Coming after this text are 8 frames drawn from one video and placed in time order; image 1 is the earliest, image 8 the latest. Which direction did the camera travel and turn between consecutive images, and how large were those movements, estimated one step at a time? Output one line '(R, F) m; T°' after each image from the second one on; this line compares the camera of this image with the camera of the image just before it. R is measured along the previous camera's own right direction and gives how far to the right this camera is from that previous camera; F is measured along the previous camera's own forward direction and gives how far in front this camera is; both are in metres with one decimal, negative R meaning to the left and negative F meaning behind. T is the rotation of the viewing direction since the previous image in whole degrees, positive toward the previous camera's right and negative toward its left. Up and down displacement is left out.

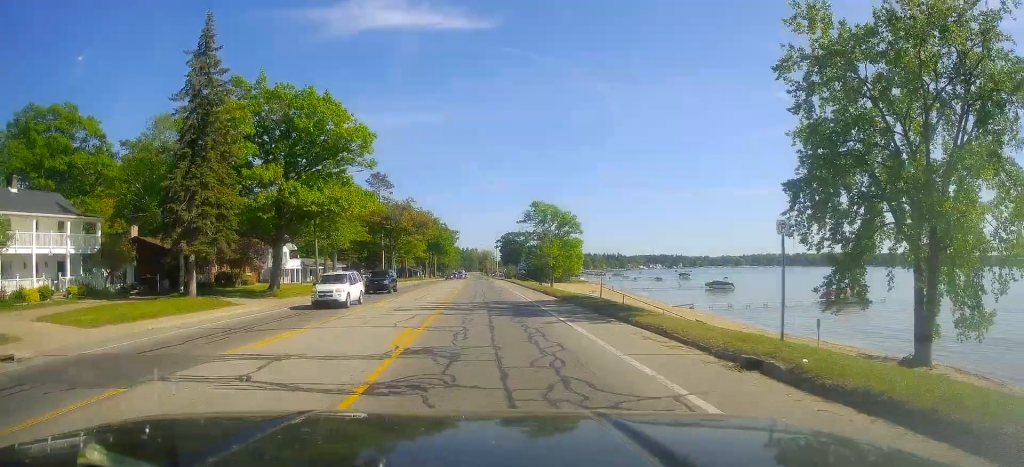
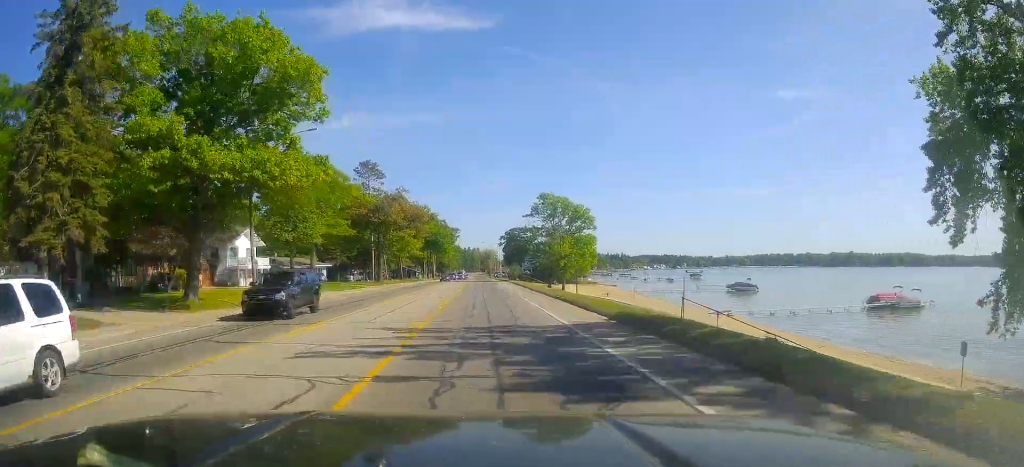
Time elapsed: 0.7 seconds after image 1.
(0.0, +13.3) m; -1°
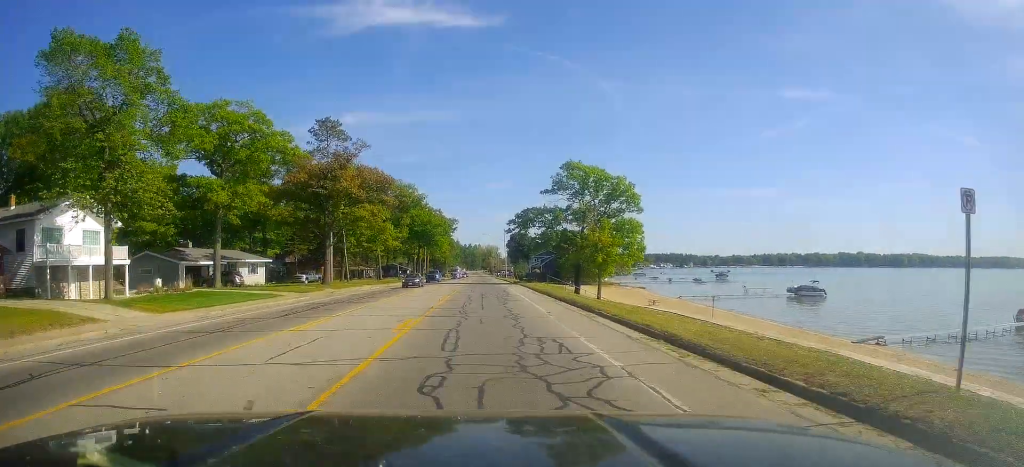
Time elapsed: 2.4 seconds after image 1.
(-0.6, +30.5) m; 0°
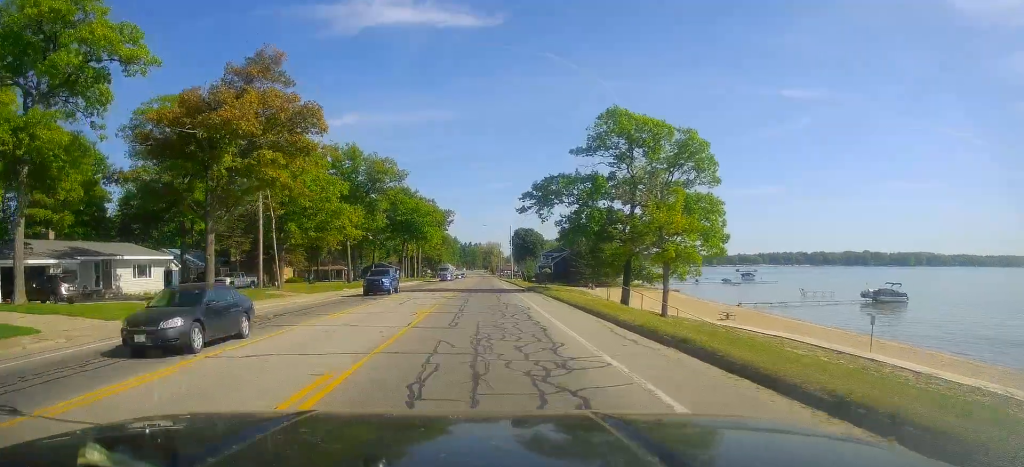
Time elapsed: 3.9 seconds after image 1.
(+0.6, +25.7) m; +1°
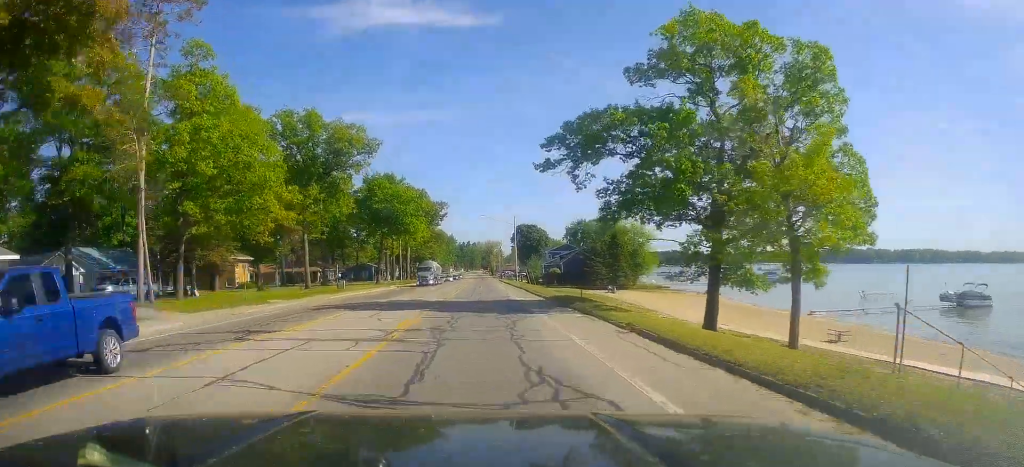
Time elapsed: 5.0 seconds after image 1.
(0.0, +20.0) m; -2°
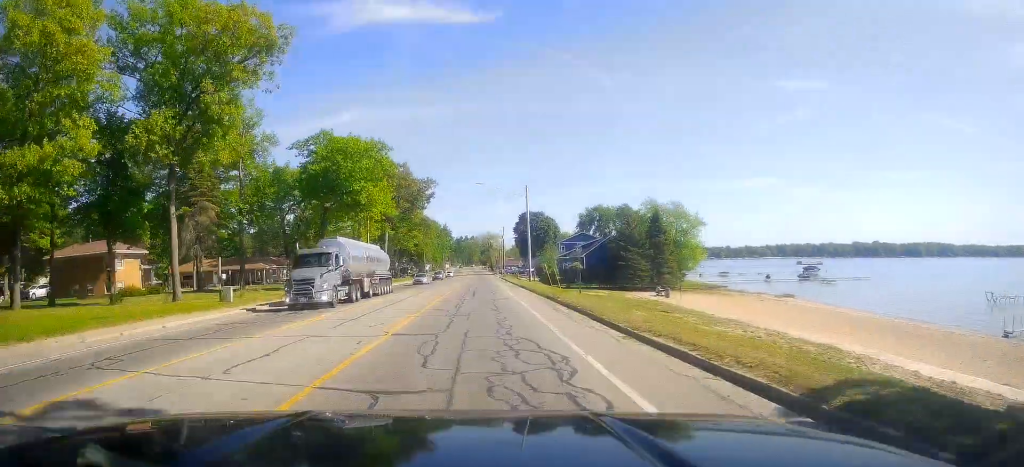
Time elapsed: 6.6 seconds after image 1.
(-0.3, +29.6) m; +2°
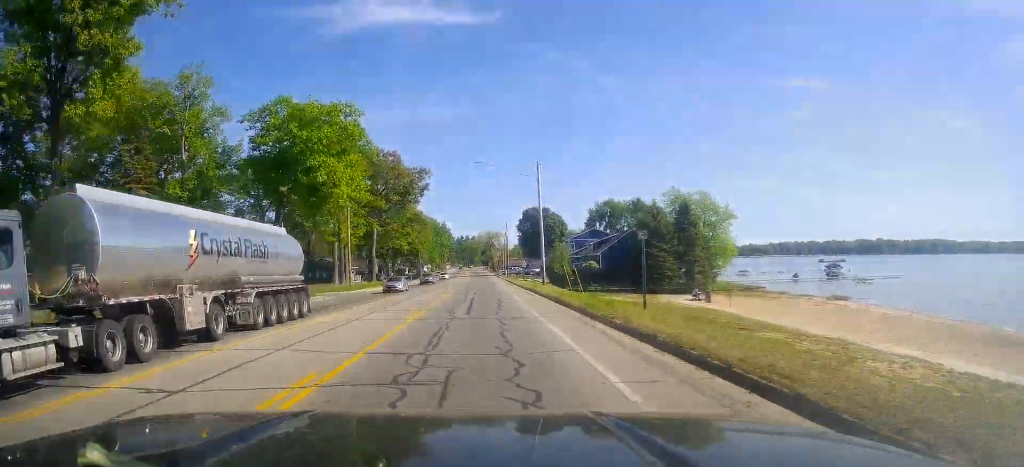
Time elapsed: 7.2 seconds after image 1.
(+0.7, +12.5) m; +1°
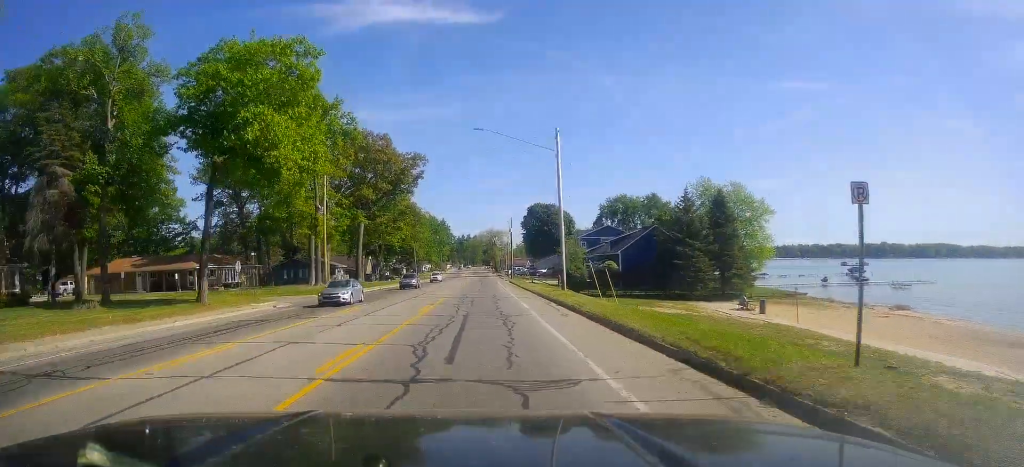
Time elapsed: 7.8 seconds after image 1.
(-0.3, +11.3) m; -2°
